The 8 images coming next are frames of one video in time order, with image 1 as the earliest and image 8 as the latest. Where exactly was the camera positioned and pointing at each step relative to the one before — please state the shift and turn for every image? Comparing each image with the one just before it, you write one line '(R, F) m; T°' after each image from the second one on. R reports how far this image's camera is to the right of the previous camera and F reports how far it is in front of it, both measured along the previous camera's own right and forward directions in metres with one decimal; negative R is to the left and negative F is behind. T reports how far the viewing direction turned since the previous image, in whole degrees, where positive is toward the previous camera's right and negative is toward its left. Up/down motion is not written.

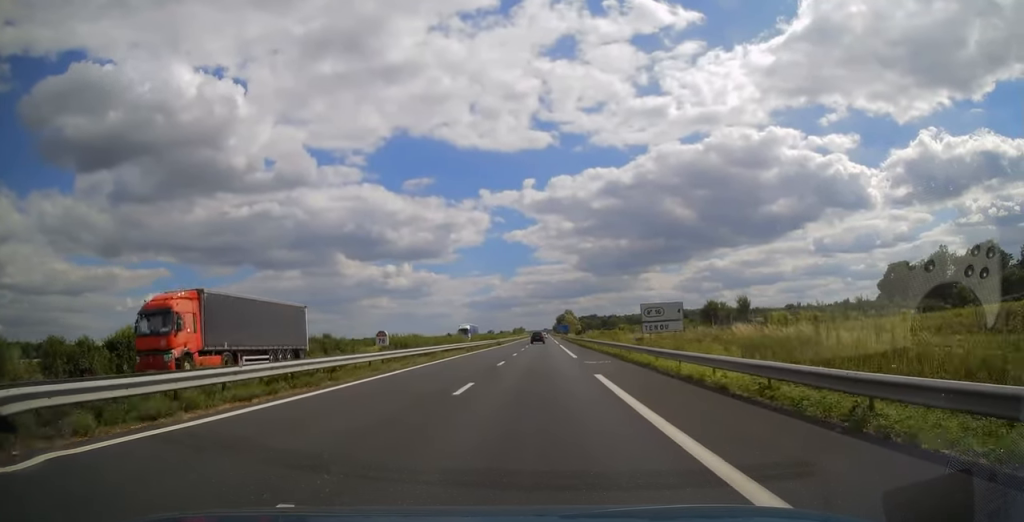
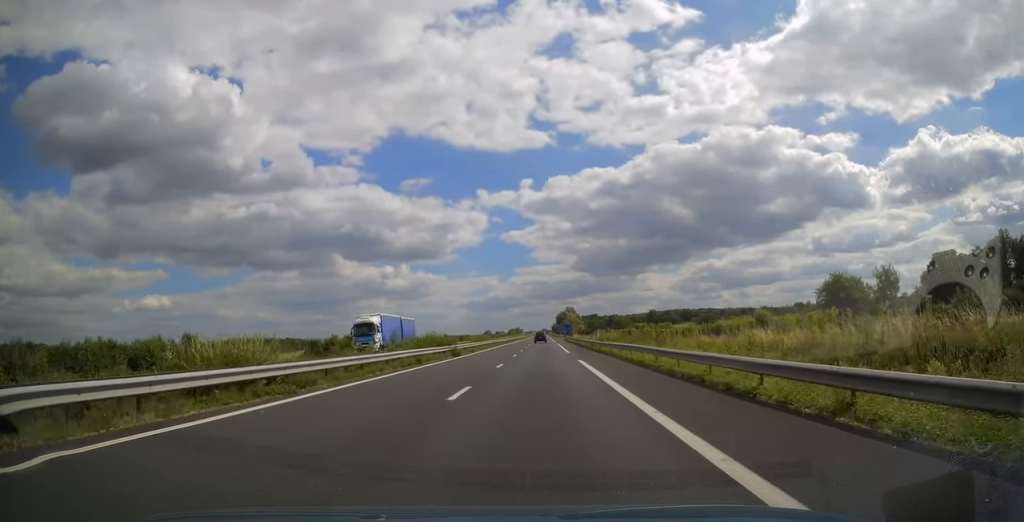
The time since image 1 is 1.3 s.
(+0.2, +39.1) m; +1°
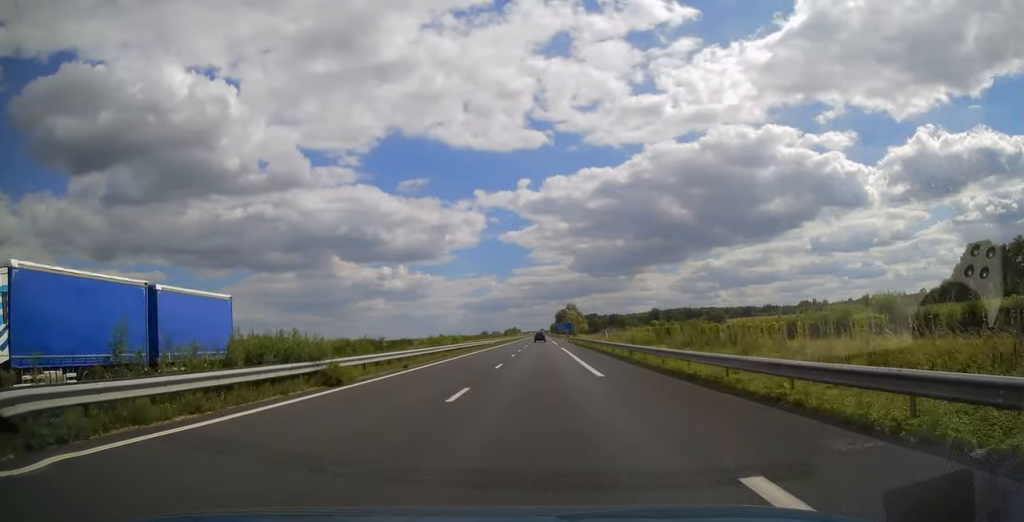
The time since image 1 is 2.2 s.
(+0.1, +25.4) m; 0°
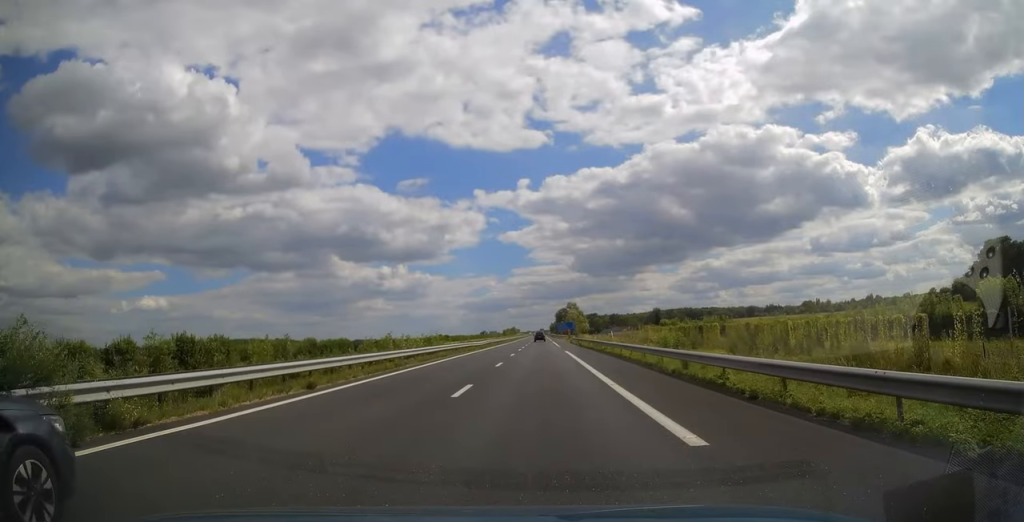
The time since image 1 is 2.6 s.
(0.0, +11.7) m; 0°
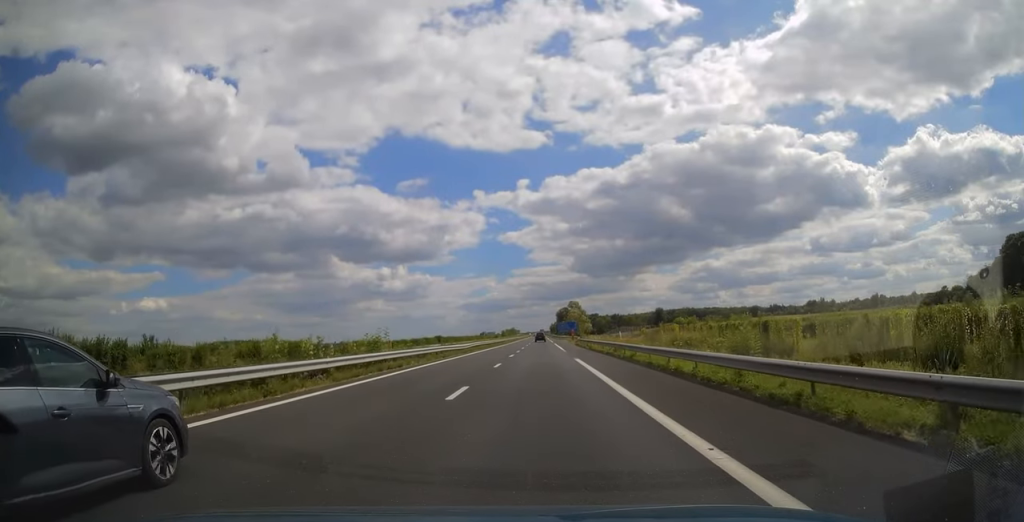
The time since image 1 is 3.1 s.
(0.0, +13.2) m; 0°
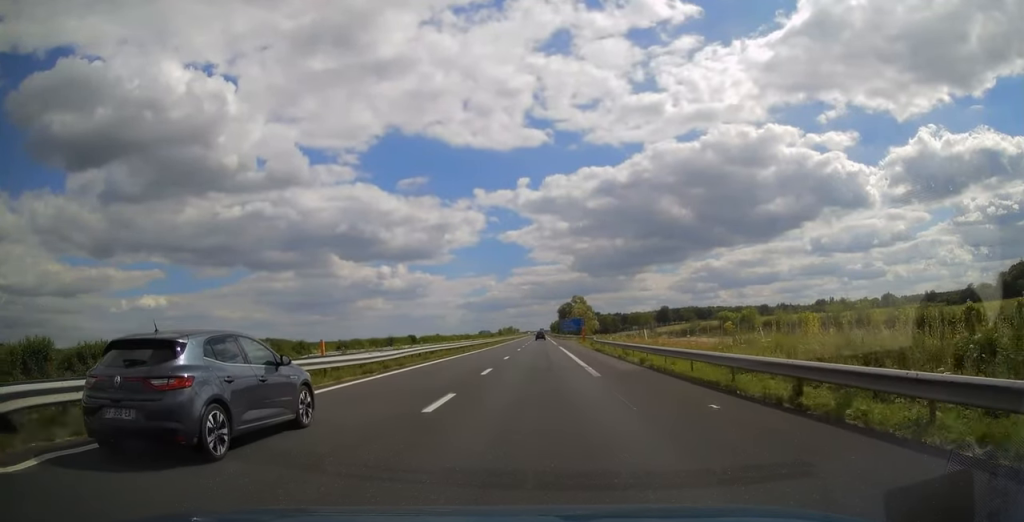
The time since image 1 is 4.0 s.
(-0.1, +27.4) m; 0°
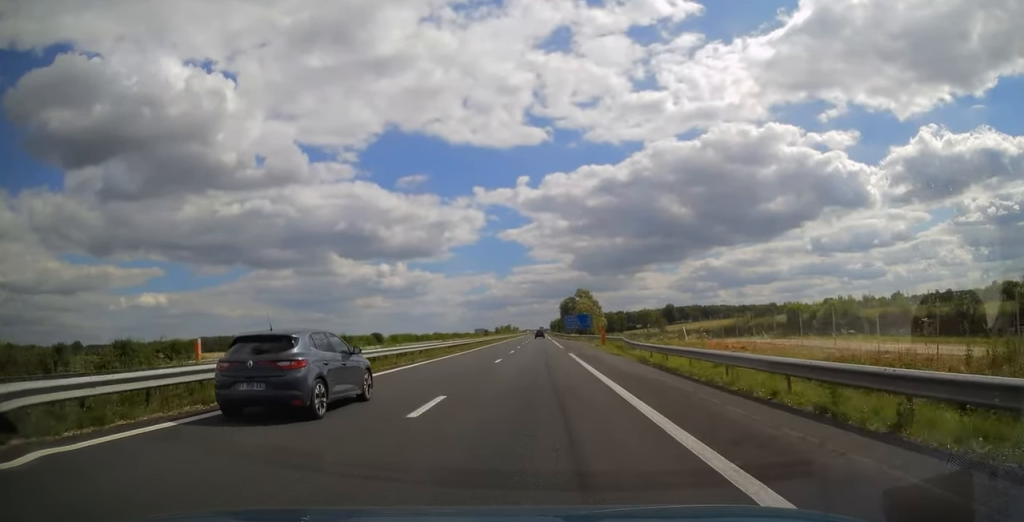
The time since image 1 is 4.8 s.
(0.0, +23.5) m; 0°
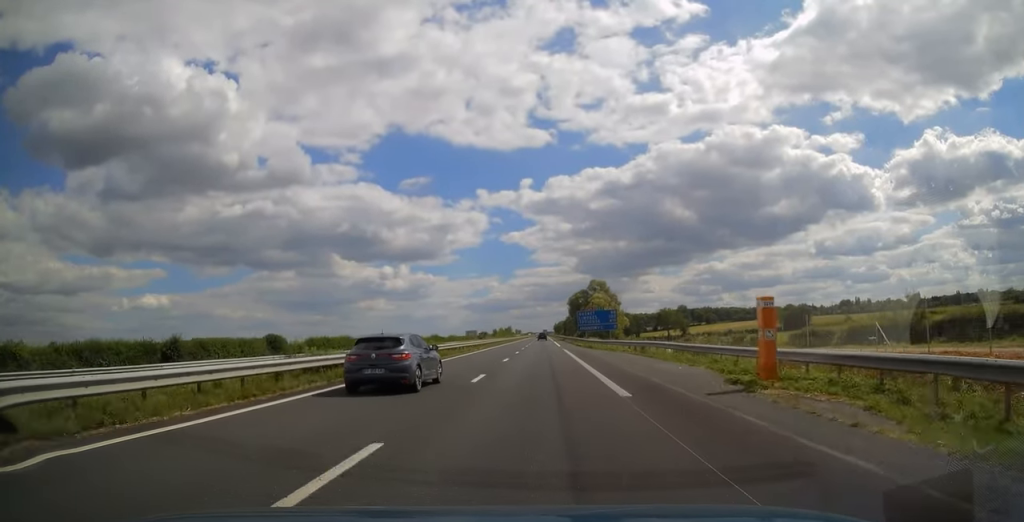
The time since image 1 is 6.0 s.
(0.0, +36.2) m; 0°
